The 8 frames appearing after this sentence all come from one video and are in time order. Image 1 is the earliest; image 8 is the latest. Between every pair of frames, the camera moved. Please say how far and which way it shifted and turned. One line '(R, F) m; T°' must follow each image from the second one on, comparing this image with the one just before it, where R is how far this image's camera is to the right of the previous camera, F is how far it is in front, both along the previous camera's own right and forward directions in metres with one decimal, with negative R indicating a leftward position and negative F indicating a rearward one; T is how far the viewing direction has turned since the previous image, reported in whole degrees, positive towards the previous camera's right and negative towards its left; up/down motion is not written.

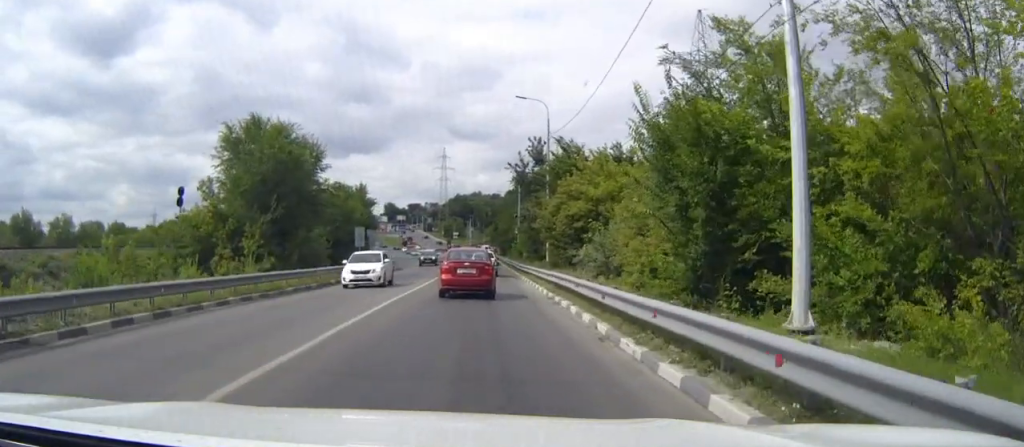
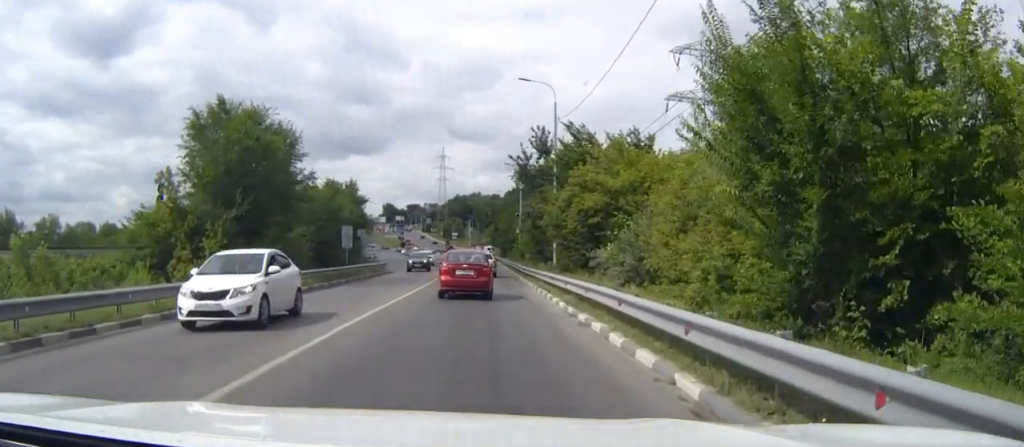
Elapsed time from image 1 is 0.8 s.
(0.0, +5.7) m; 0°
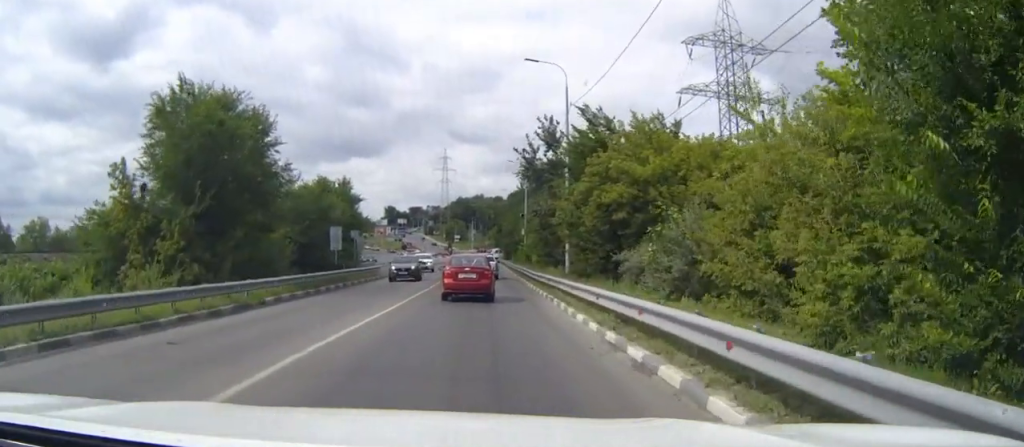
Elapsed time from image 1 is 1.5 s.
(0.0, +5.3) m; 0°
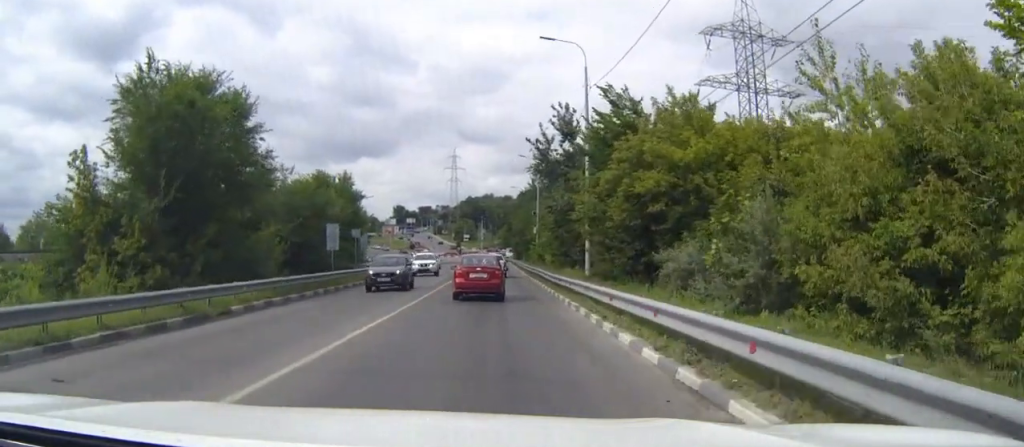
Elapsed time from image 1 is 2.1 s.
(0.0, +4.2) m; 0°
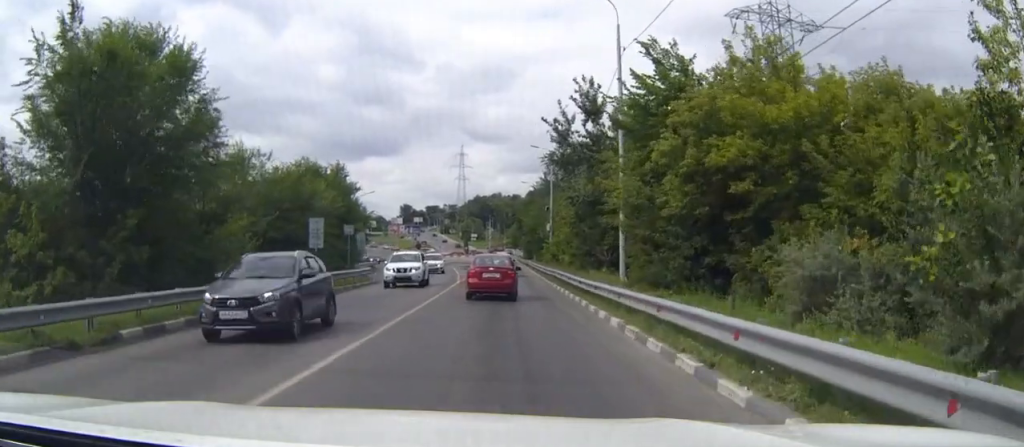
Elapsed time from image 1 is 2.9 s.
(0.0, +6.7) m; 0°
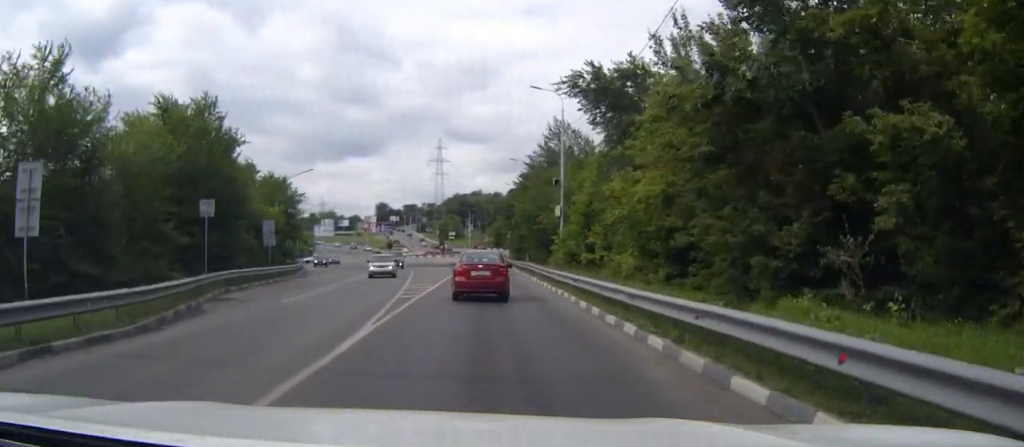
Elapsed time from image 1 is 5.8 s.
(+0.2, +25.6) m; +1°
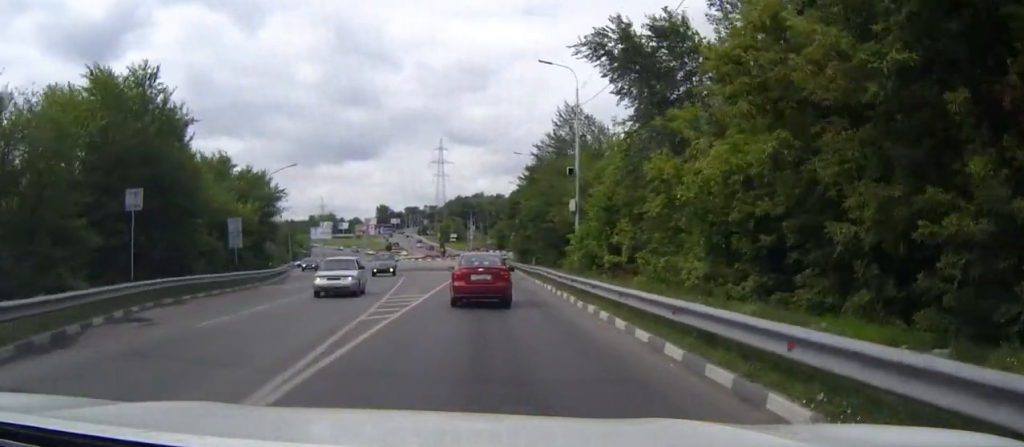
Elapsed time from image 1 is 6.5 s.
(0.0, +6.9) m; 0°
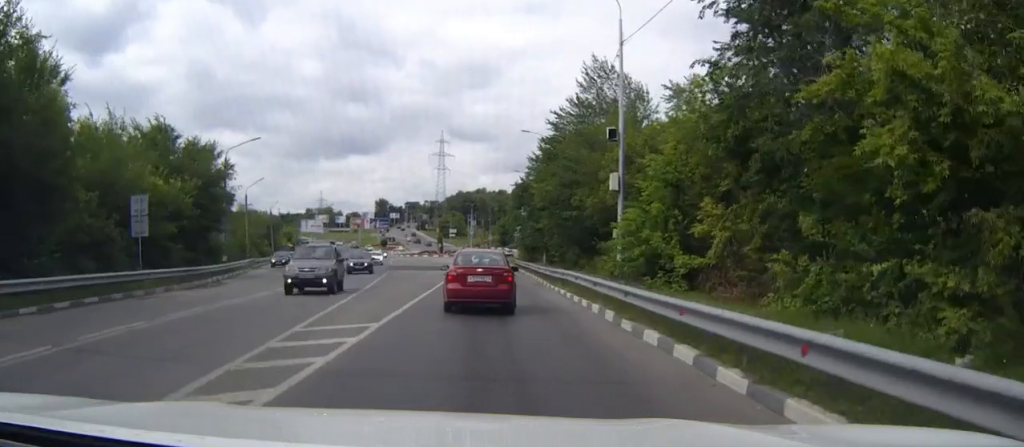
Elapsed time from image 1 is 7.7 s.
(+0.1, +12.3) m; 0°
